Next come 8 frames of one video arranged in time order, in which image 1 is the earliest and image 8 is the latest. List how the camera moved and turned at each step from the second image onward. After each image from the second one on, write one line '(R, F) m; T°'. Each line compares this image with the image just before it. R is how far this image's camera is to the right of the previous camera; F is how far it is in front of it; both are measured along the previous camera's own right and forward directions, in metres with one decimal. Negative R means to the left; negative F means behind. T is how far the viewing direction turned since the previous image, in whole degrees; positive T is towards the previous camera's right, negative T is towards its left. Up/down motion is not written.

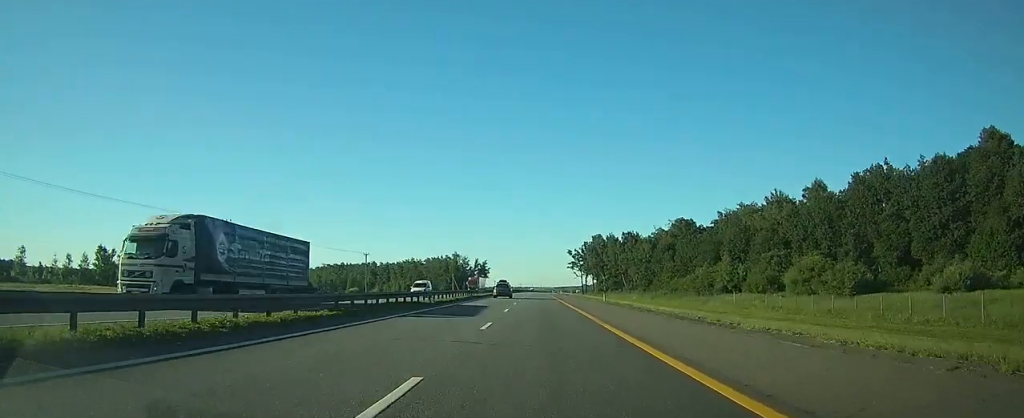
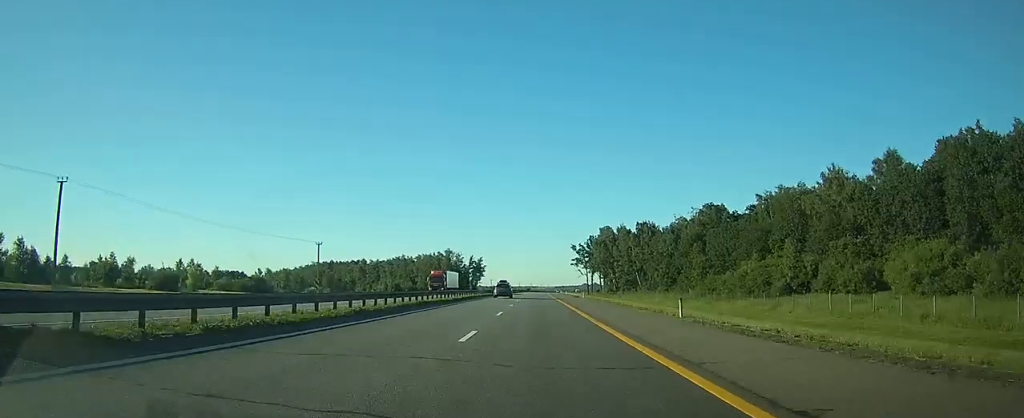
(0.0, +27.9) m; 0°
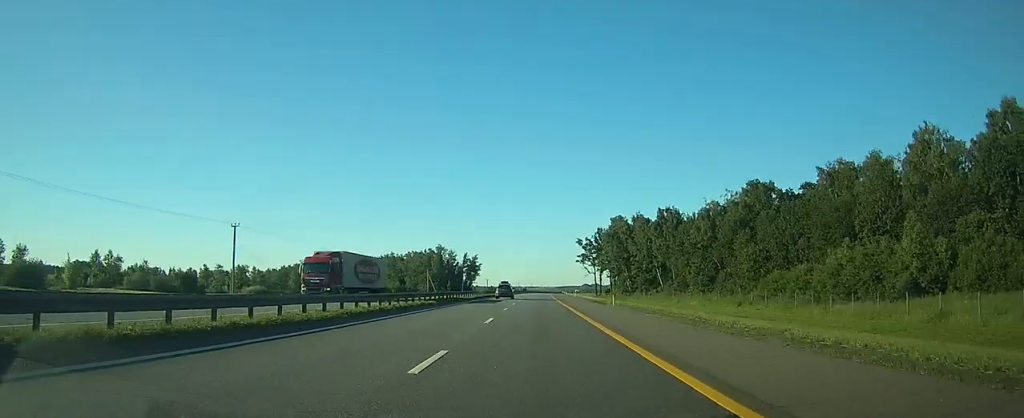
(0.0, +28.9) m; 0°
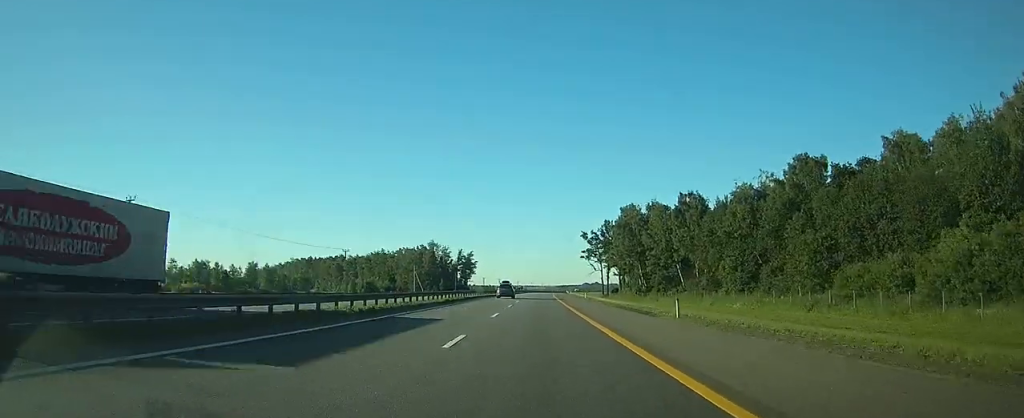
(0.0, +20.7) m; 0°
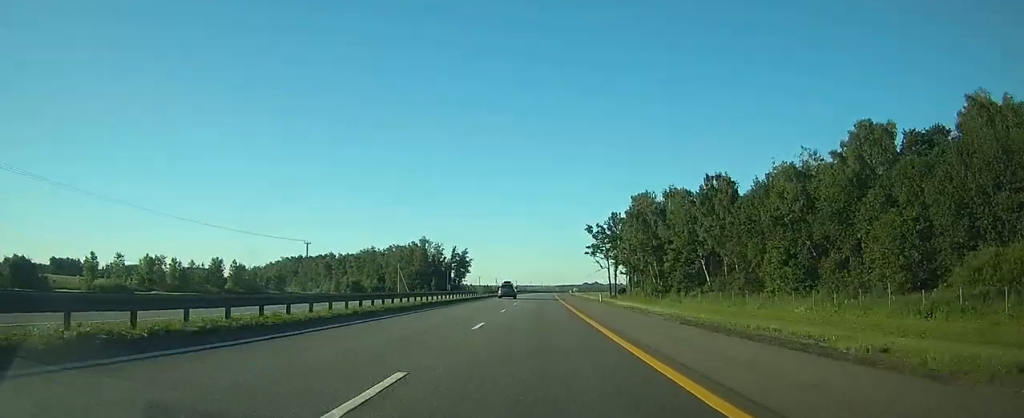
(0.0, +18.6) m; 0°
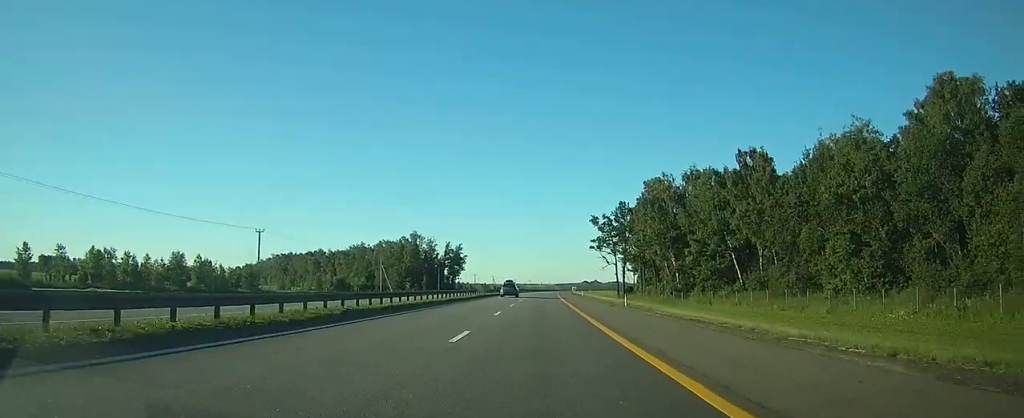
(0.0, +16.5) m; 0°
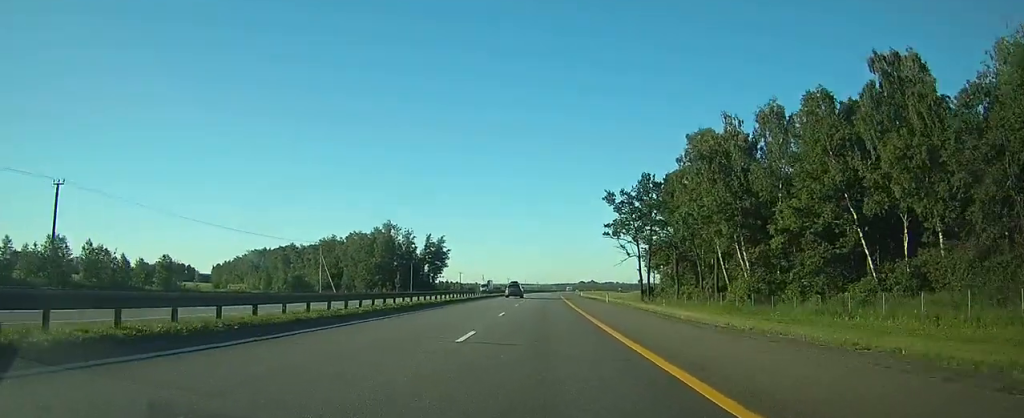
(+0.1, +36.2) m; 0°
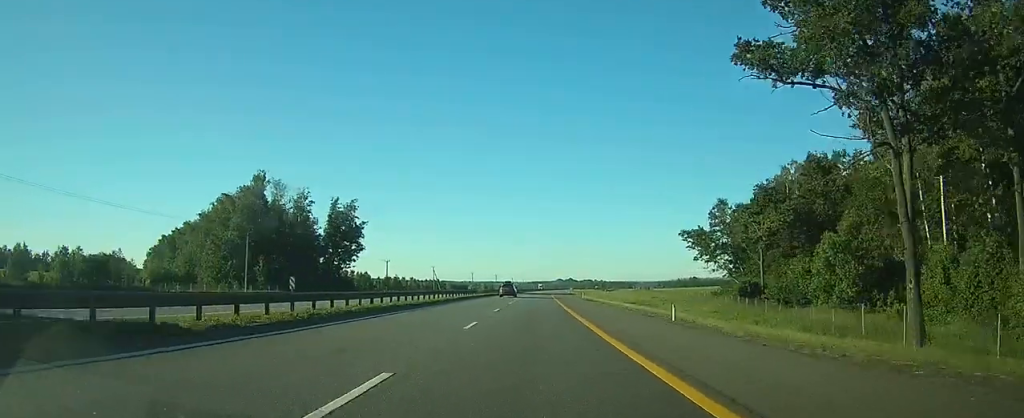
(+0.9, +80.5) m; +2°
